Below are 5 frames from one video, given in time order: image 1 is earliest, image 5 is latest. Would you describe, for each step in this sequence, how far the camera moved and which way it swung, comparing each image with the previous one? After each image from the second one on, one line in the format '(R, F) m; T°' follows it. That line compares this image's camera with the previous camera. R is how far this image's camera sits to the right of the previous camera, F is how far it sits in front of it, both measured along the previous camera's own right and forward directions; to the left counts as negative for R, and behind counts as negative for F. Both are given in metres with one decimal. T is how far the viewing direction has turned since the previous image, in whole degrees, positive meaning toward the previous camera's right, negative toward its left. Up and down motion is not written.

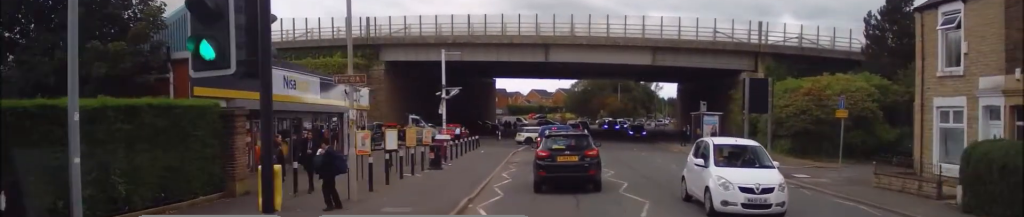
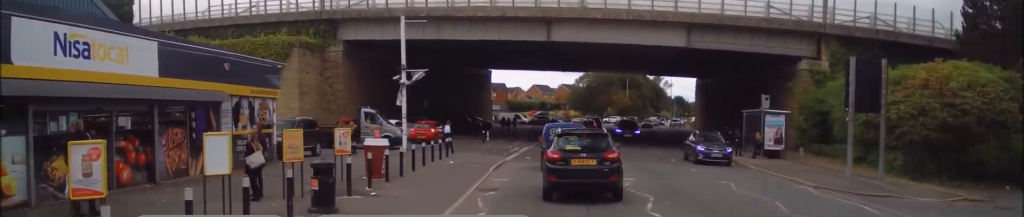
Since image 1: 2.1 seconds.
(+0.4, +11.9) m; +3°
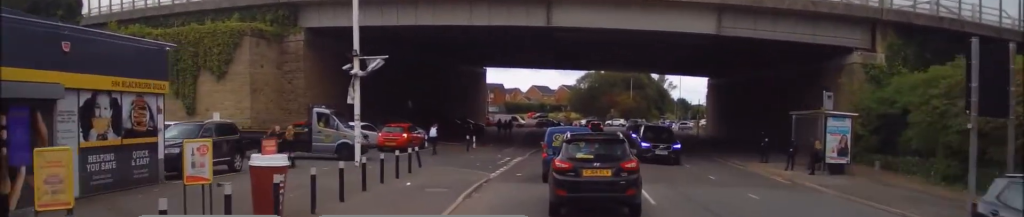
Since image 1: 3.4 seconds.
(-0.1, +7.0) m; -4°
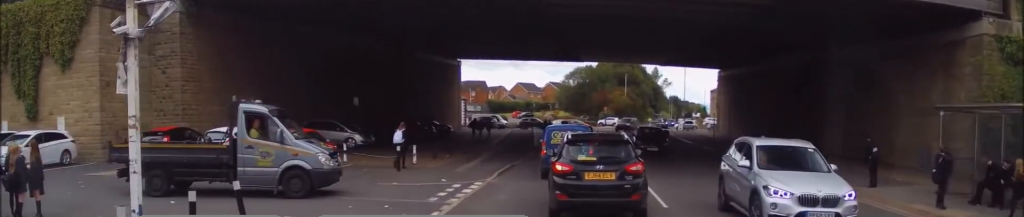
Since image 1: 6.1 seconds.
(+0.3, +12.1) m; +1°
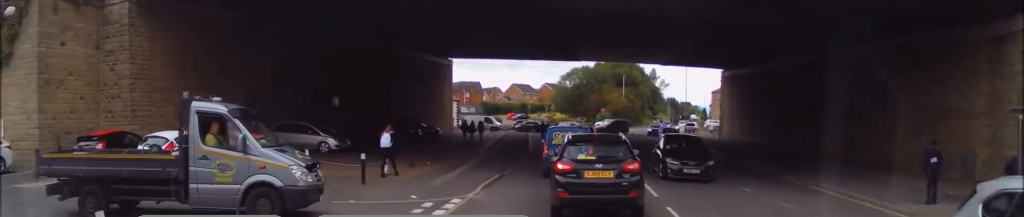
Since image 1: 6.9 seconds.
(-0.1, +3.3) m; -1°
